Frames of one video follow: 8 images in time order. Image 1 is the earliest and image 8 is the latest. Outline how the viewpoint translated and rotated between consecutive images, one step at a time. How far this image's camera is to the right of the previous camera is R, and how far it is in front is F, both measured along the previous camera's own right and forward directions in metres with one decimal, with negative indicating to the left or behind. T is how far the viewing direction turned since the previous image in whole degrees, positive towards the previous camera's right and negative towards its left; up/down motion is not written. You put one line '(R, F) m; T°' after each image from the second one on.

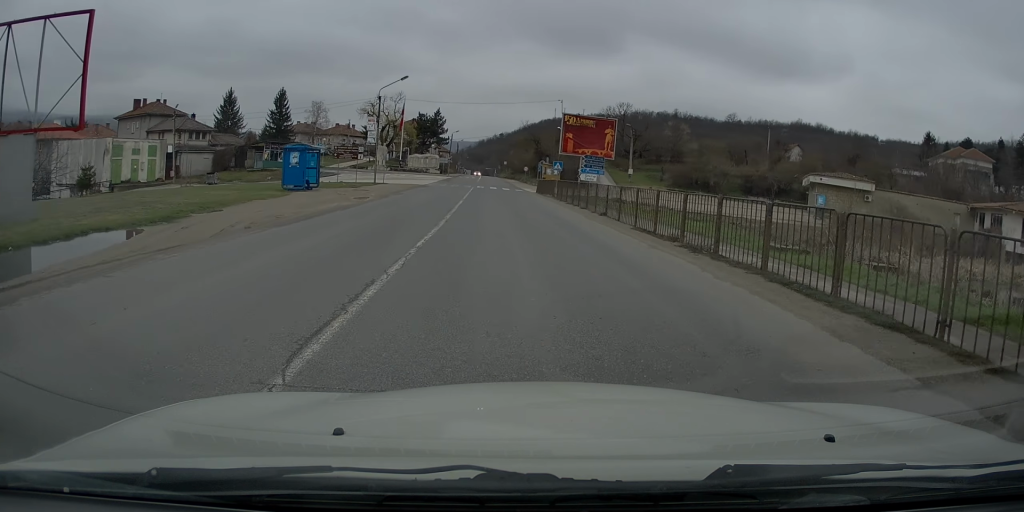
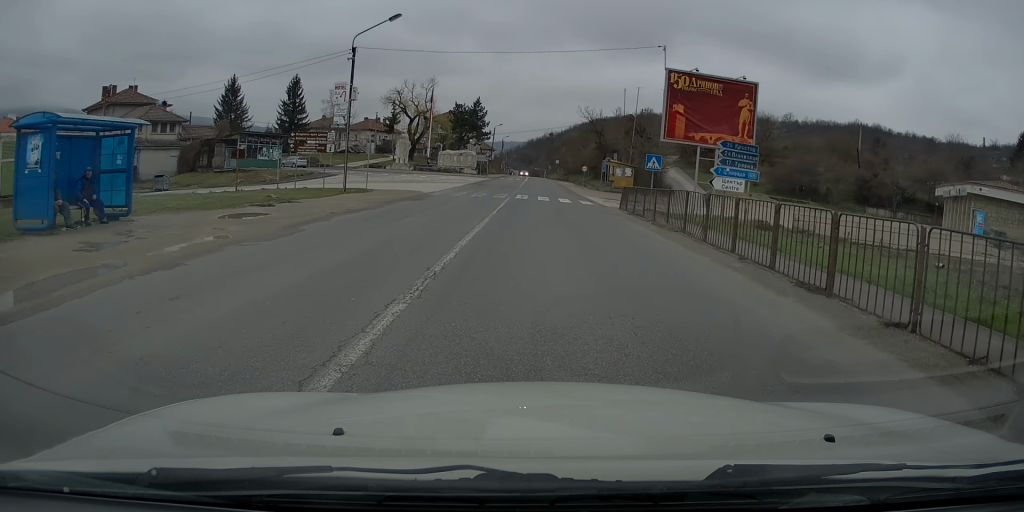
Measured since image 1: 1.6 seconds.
(-1.3, +20.8) m; -7°
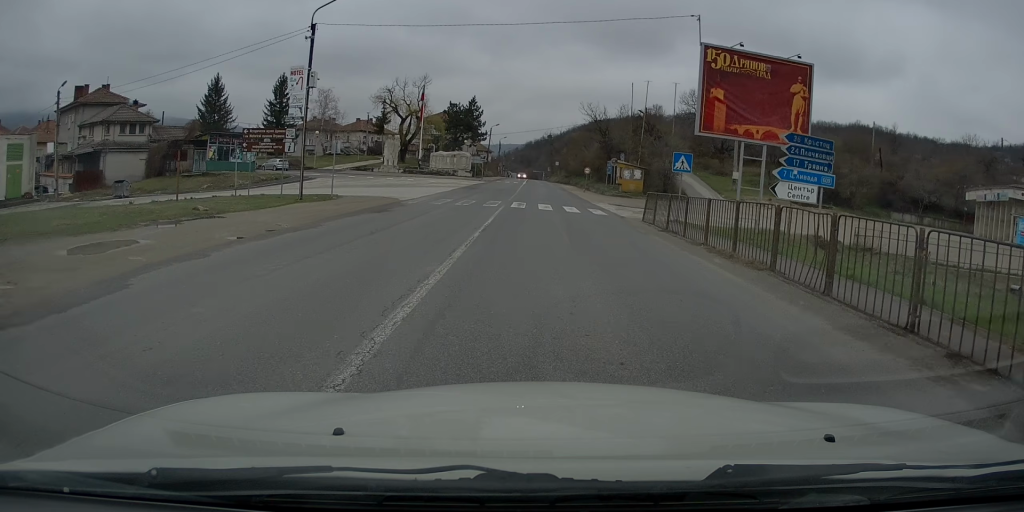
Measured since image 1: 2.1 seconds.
(-0.2, +5.9) m; -1°
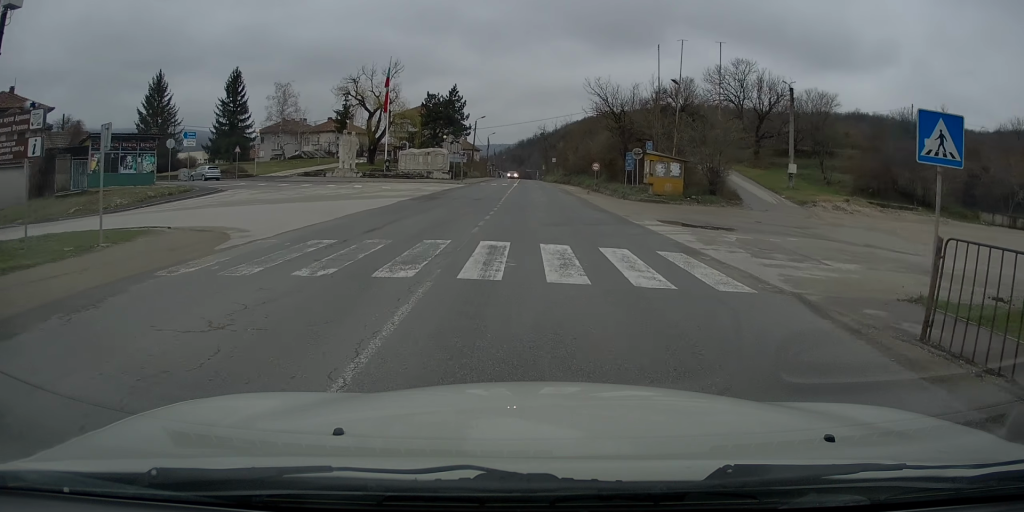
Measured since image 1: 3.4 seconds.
(-0.2, +16.3) m; -1°
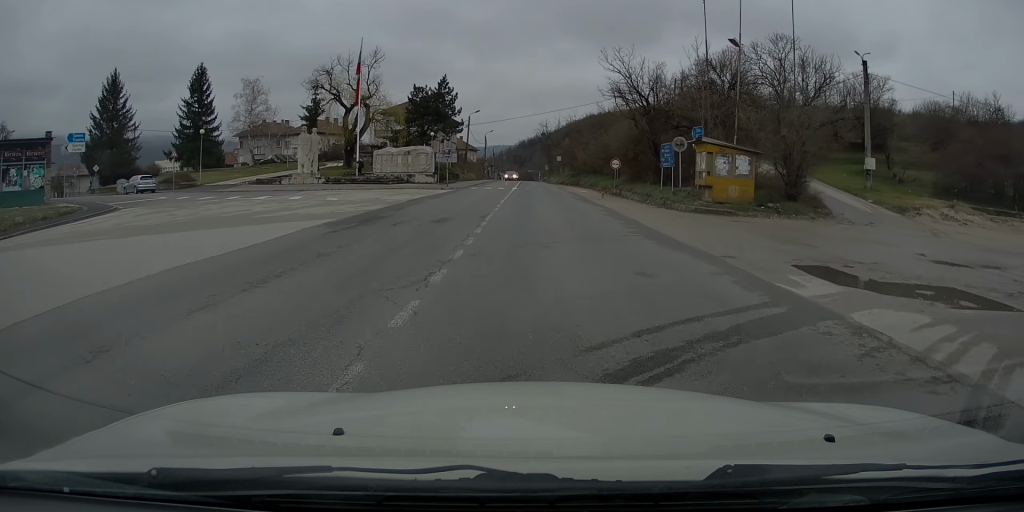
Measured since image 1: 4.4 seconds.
(0.0, +12.2) m; 0°
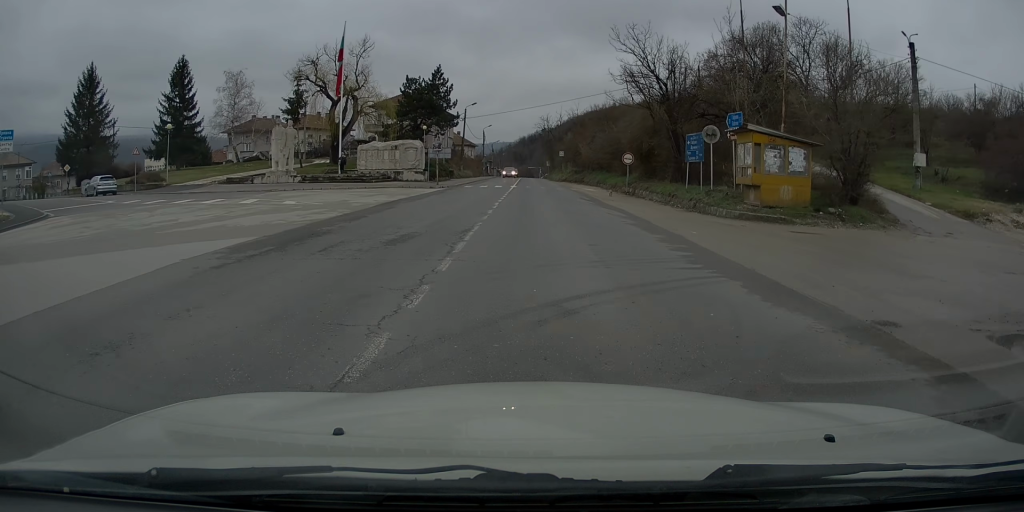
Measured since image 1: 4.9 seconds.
(0.0, +5.5) m; 0°
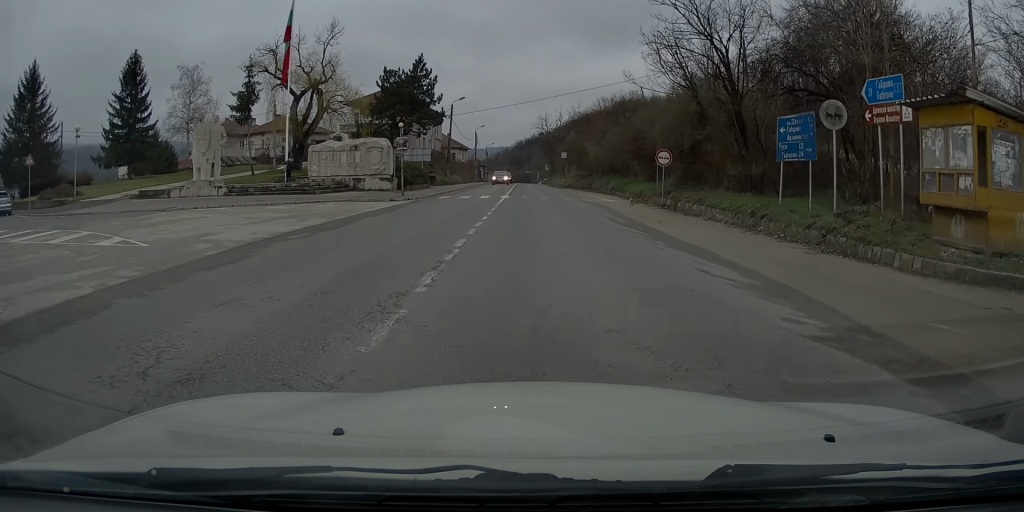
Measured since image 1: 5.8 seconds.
(0.0, +11.3) m; 0°
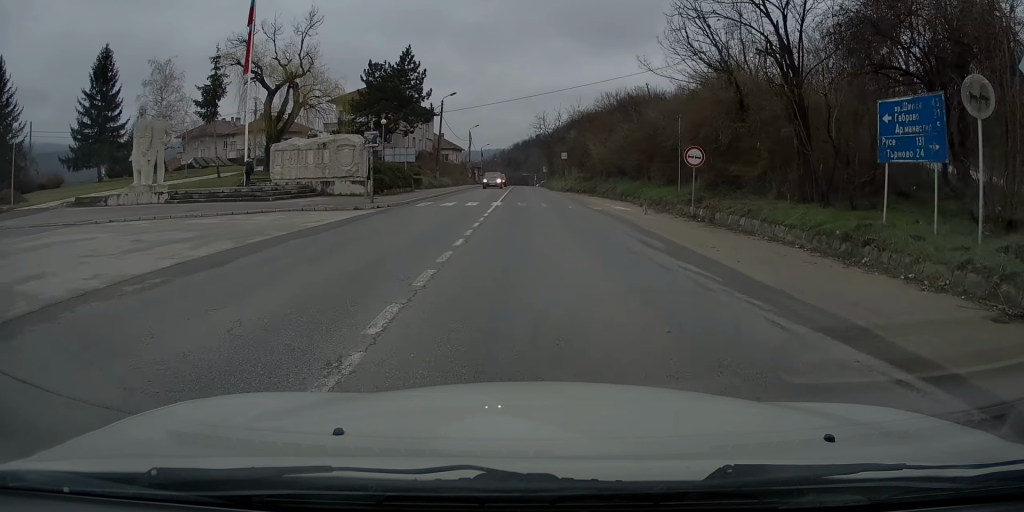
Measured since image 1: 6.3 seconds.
(0.0, +5.7) m; 0°
